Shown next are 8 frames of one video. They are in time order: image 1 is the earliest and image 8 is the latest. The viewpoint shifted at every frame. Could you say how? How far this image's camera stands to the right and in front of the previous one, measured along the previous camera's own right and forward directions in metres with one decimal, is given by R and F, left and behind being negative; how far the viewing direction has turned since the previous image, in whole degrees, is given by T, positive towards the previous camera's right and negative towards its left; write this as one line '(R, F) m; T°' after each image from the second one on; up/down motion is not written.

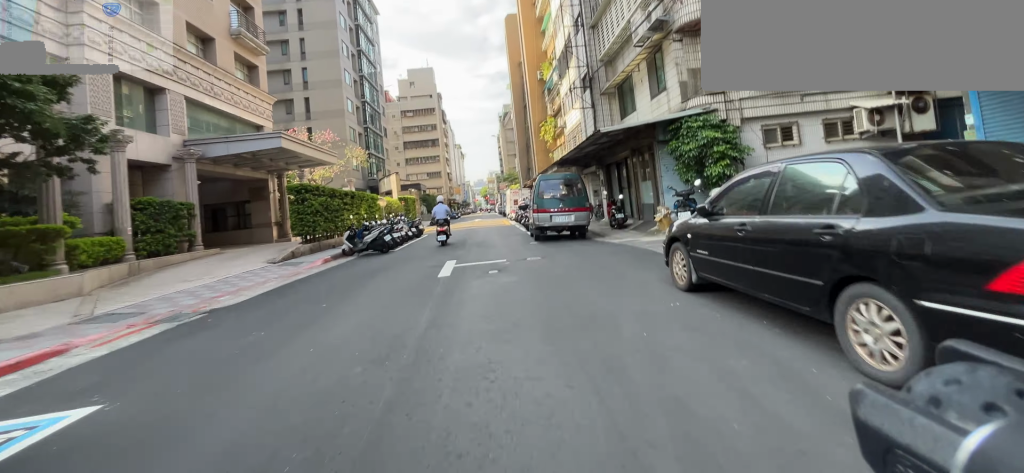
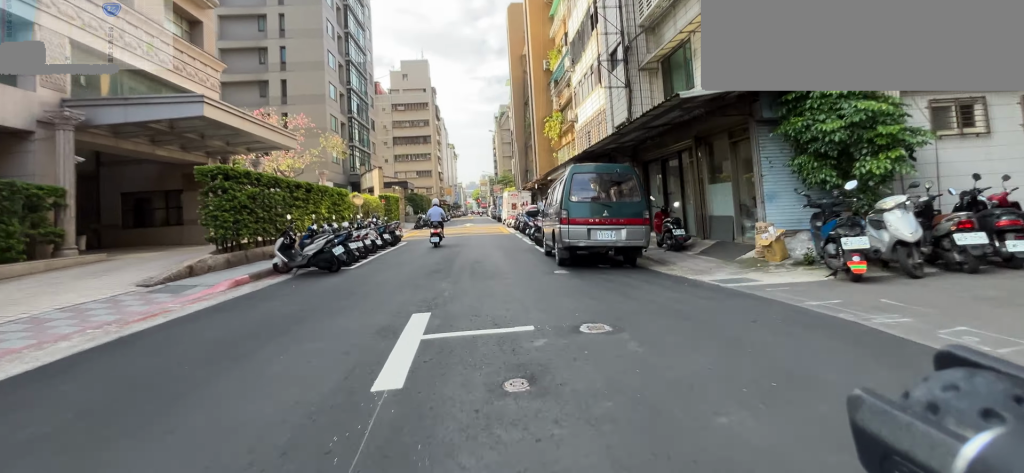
(0.0, +4.9) m; -1°
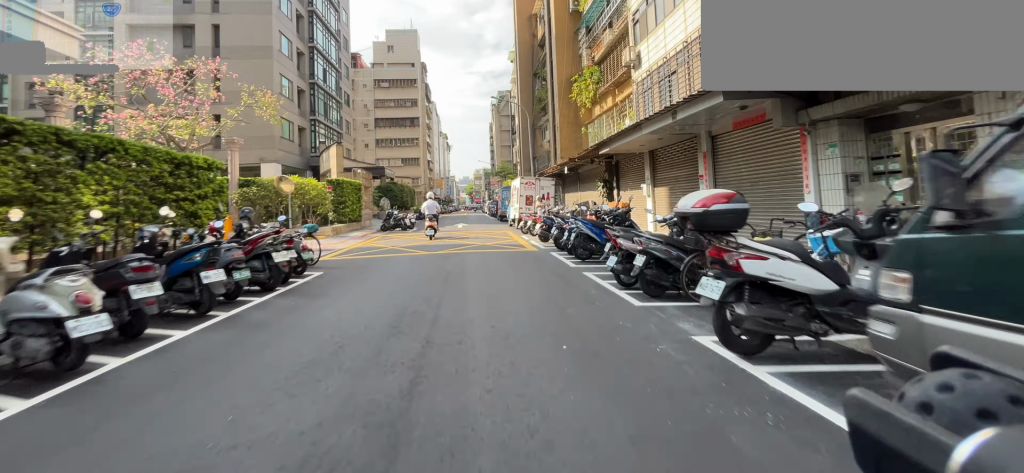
(-0.3, +10.6) m; -2°
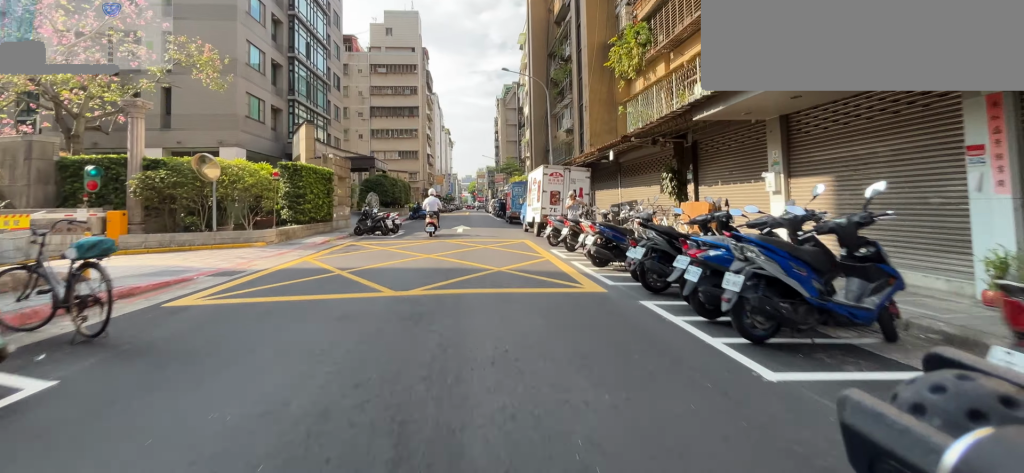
(0.0, +5.7) m; 0°
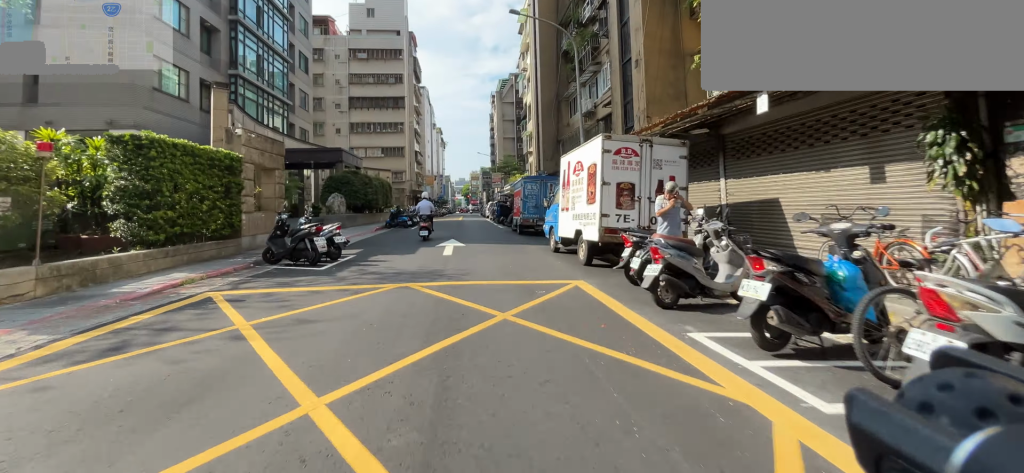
(0.0, +7.2) m; 0°
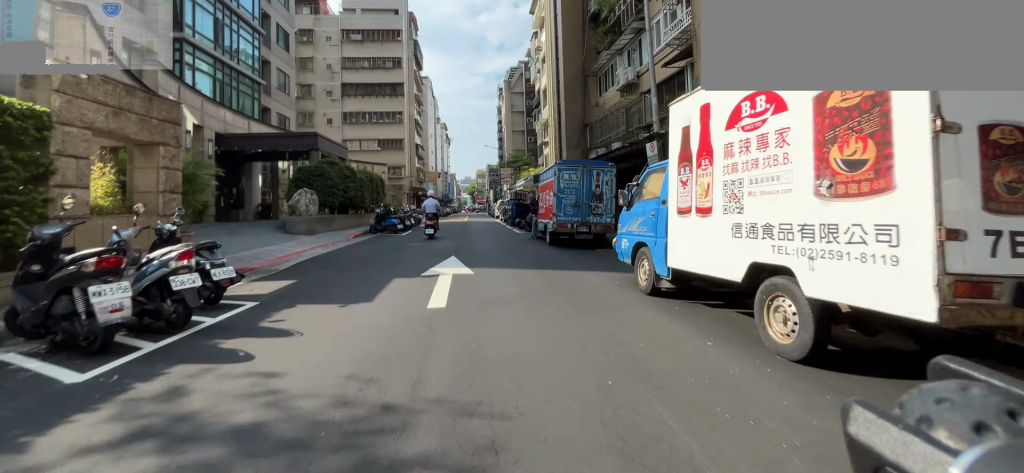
(0.0, +5.7) m; 0°
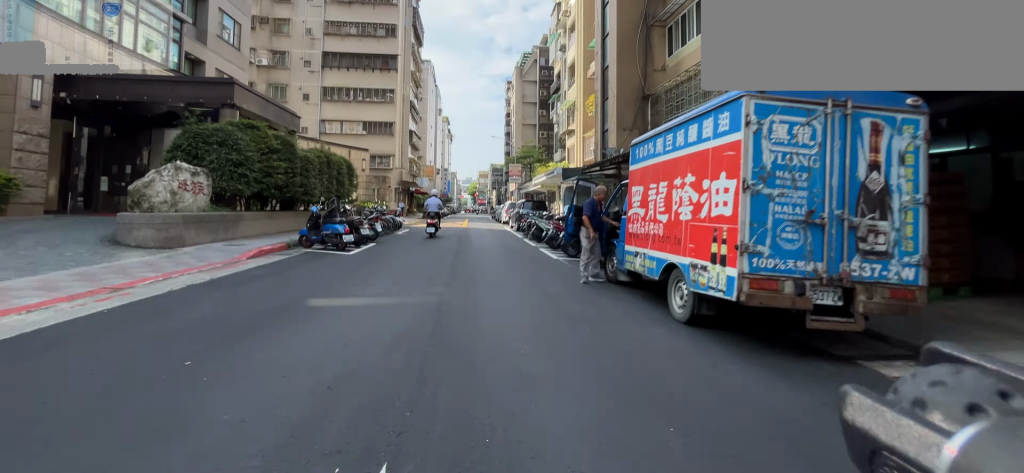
(0.0, +8.4) m; +2°
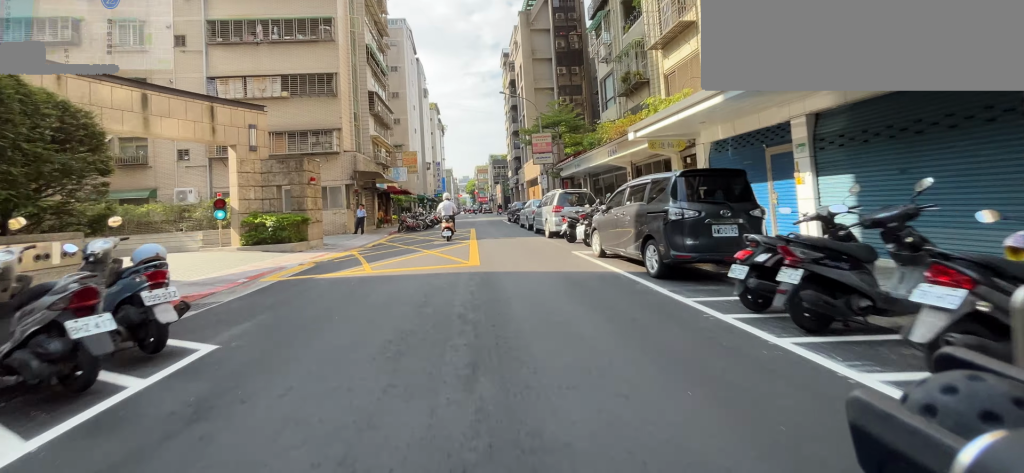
(+0.5, +16.3) m; +2°
